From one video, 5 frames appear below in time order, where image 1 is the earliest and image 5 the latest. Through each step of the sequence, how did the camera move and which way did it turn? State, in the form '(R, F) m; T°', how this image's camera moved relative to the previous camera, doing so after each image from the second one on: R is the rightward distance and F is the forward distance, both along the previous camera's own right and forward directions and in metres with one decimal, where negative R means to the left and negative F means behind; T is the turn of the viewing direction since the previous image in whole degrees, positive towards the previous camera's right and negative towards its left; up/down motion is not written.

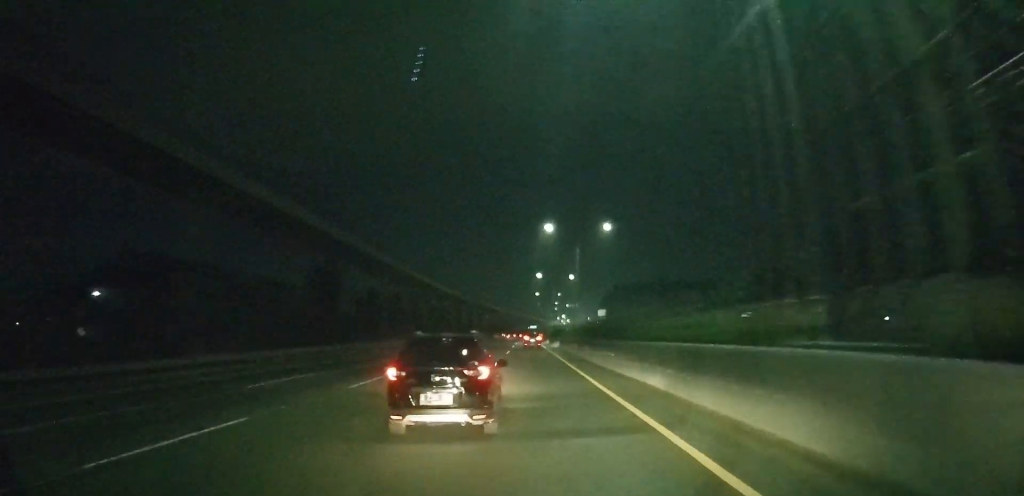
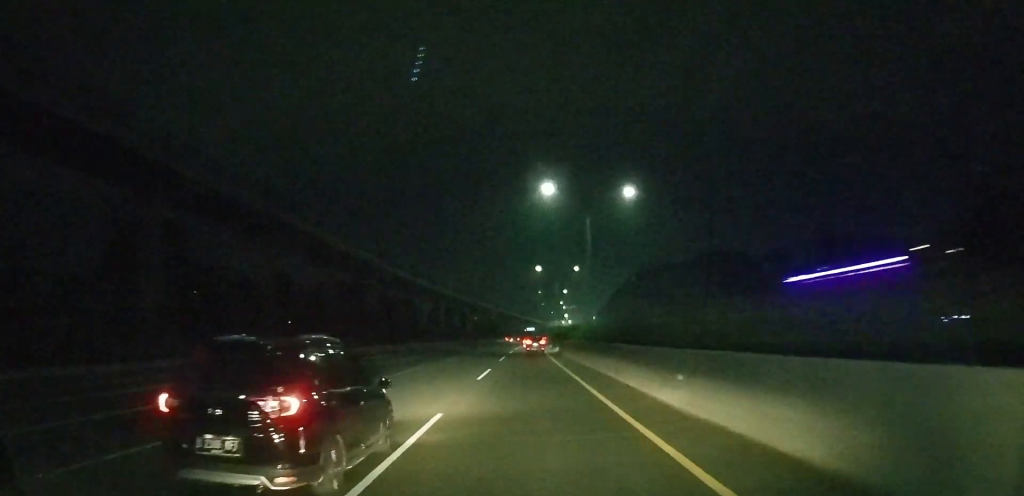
(+0.2, +64.9) m; +1°
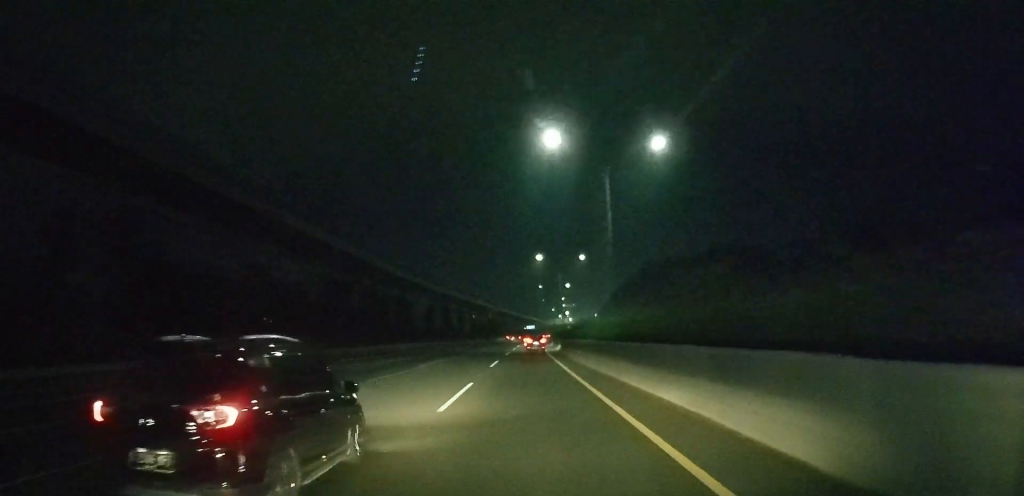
(0.0, +11.2) m; 0°
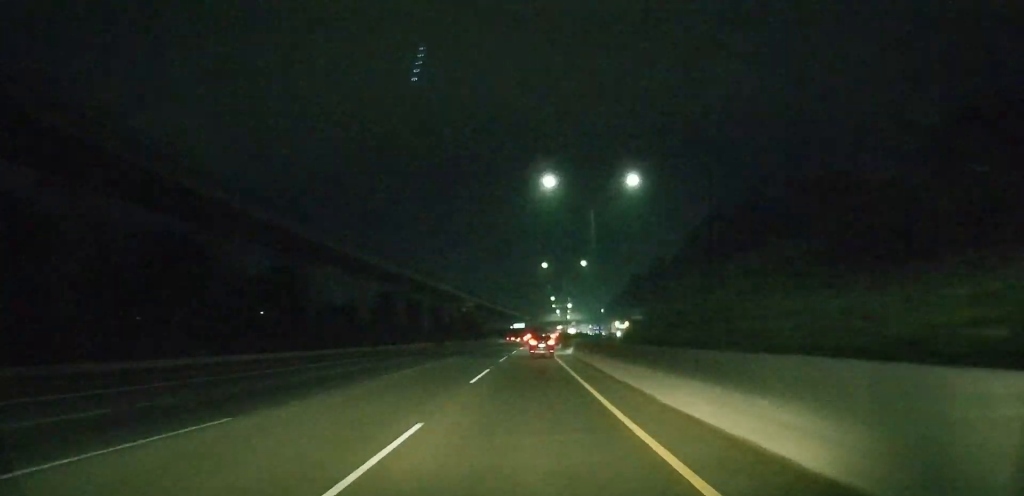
(+0.2, +75.0) m; 0°
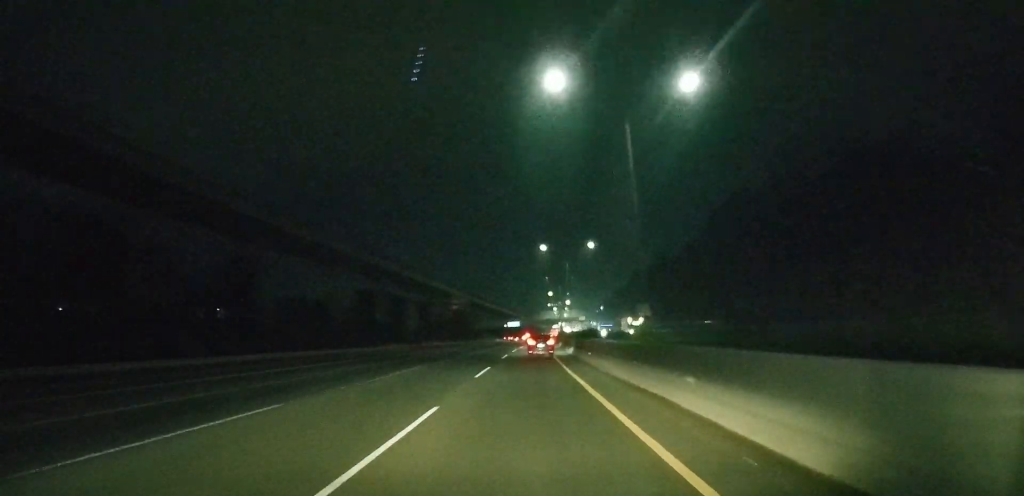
(+0.1, +15.3) m; 0°
